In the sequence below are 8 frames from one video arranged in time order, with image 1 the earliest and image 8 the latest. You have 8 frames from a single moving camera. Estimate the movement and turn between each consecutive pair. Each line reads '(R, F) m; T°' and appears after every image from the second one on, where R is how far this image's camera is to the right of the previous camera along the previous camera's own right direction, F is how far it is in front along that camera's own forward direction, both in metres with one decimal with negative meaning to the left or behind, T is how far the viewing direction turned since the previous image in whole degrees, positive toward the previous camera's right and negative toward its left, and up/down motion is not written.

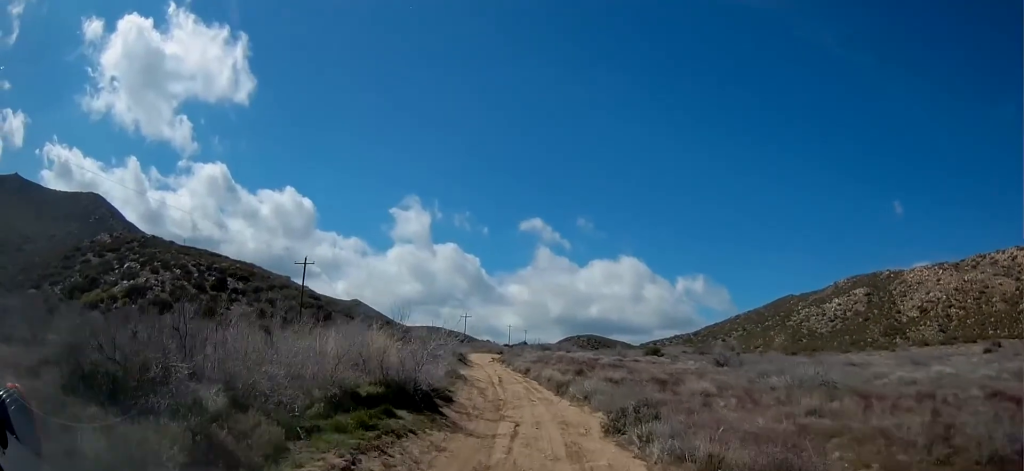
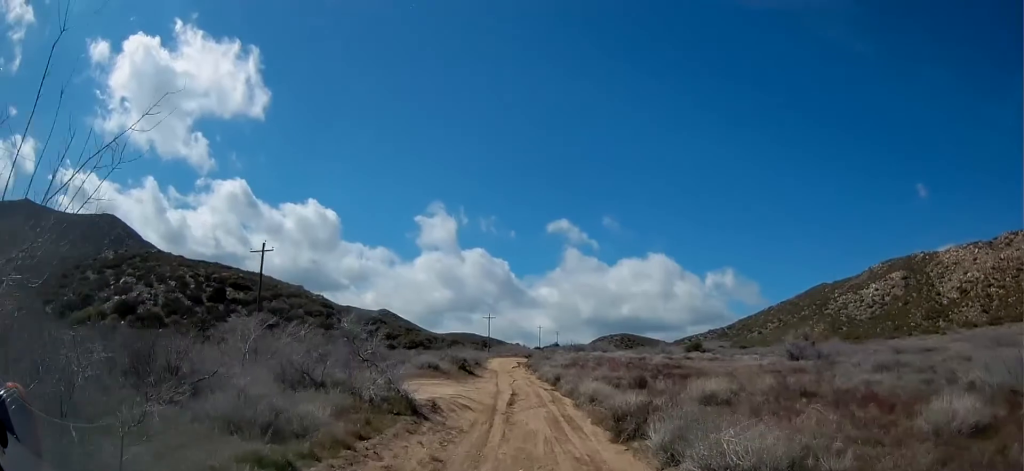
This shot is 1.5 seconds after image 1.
(-0.1, +13.6) m; -1°
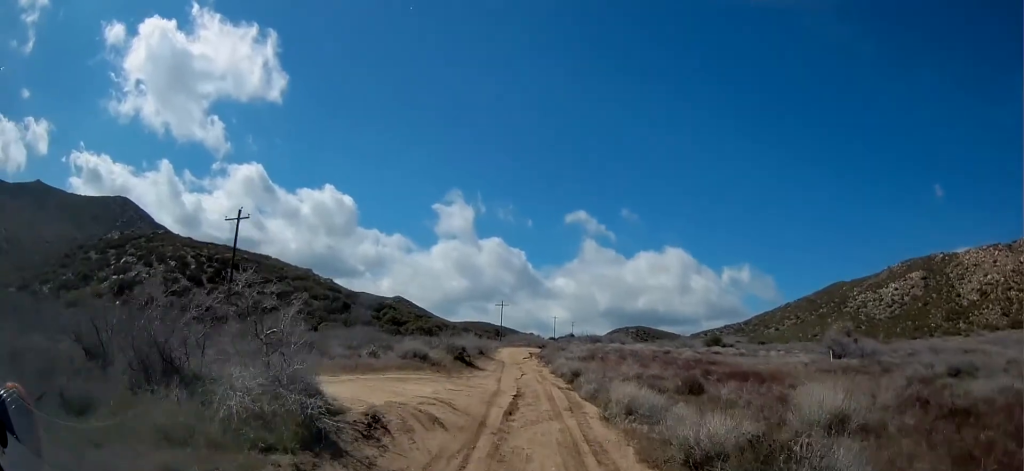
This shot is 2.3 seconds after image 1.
(-0.1, +6.5) m; -2°
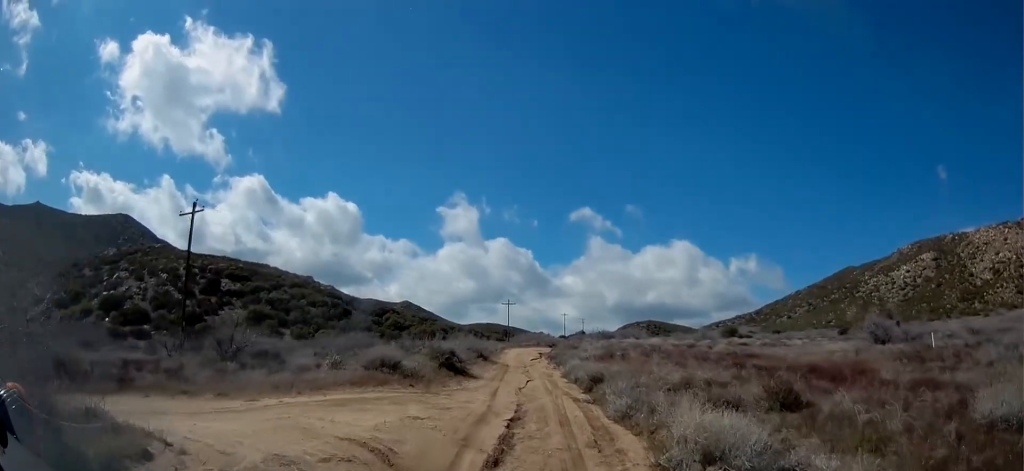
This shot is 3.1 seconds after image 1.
(-0.1, +6.4) m; -3°
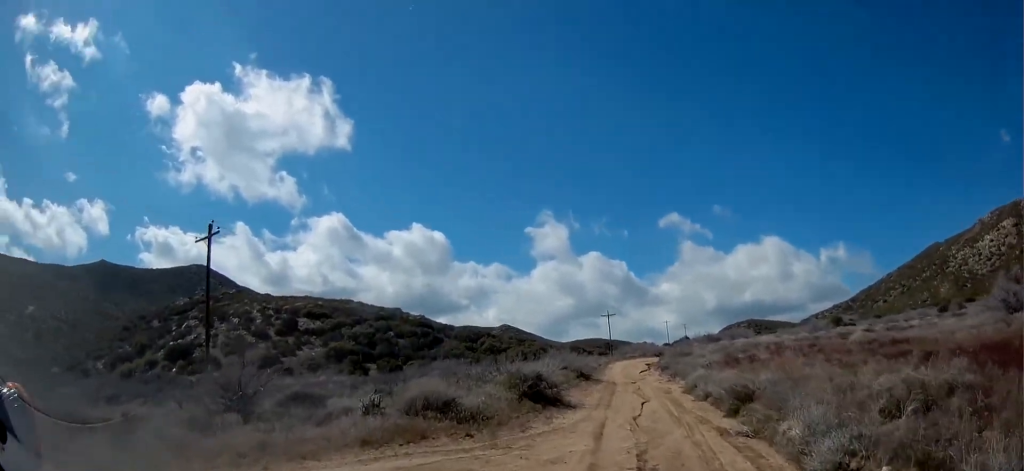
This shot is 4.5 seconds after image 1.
(-0.5, +7.9) m; -9°
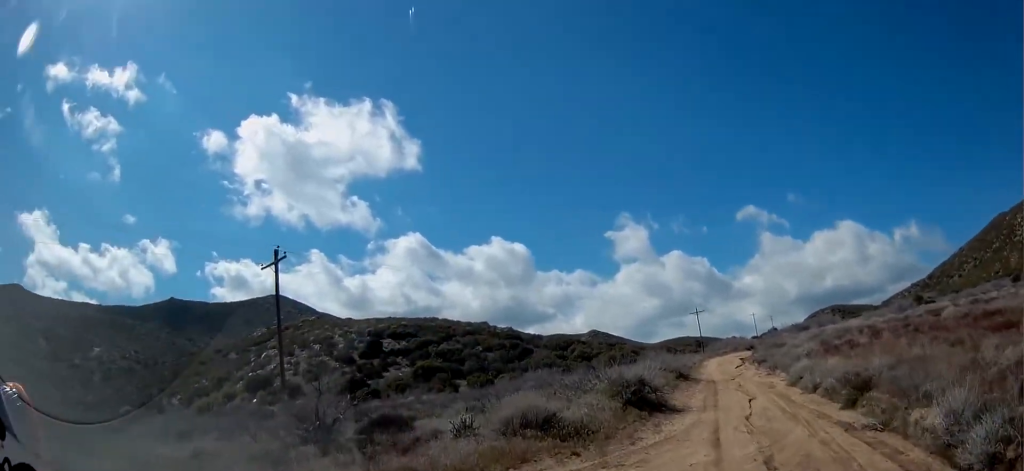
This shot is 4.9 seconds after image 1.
(0.0, +1.4) m; -8°
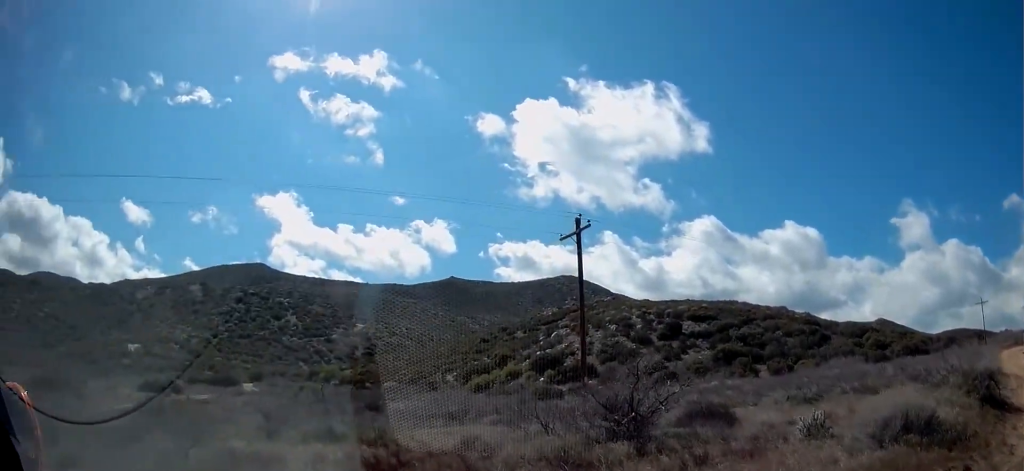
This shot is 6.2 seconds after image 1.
(-0.9, +3.0) m; -49°
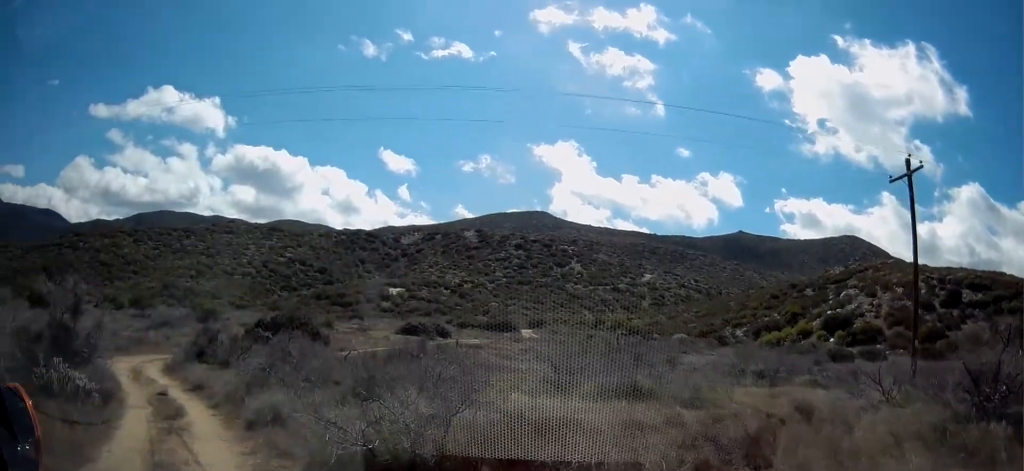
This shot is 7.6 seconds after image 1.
(-1.2, +3.0) m; -28°
